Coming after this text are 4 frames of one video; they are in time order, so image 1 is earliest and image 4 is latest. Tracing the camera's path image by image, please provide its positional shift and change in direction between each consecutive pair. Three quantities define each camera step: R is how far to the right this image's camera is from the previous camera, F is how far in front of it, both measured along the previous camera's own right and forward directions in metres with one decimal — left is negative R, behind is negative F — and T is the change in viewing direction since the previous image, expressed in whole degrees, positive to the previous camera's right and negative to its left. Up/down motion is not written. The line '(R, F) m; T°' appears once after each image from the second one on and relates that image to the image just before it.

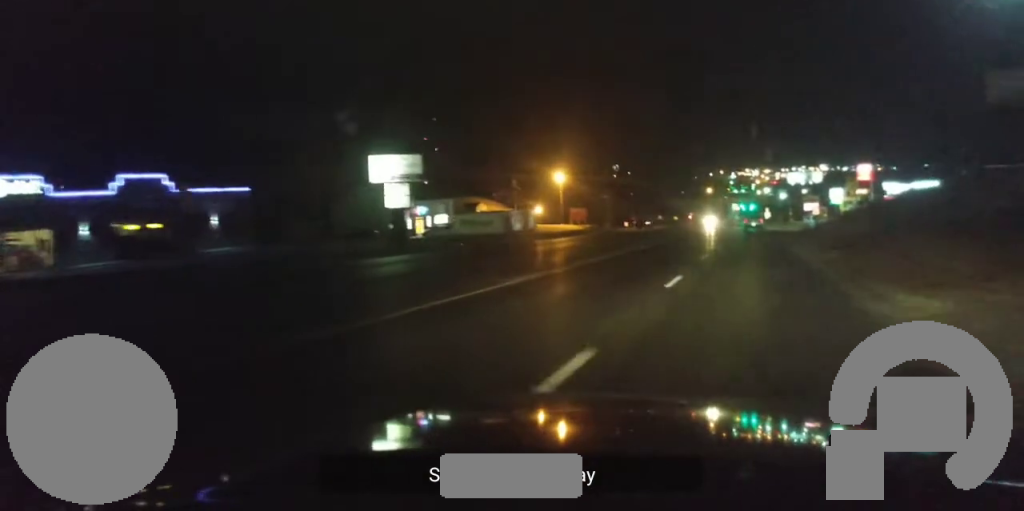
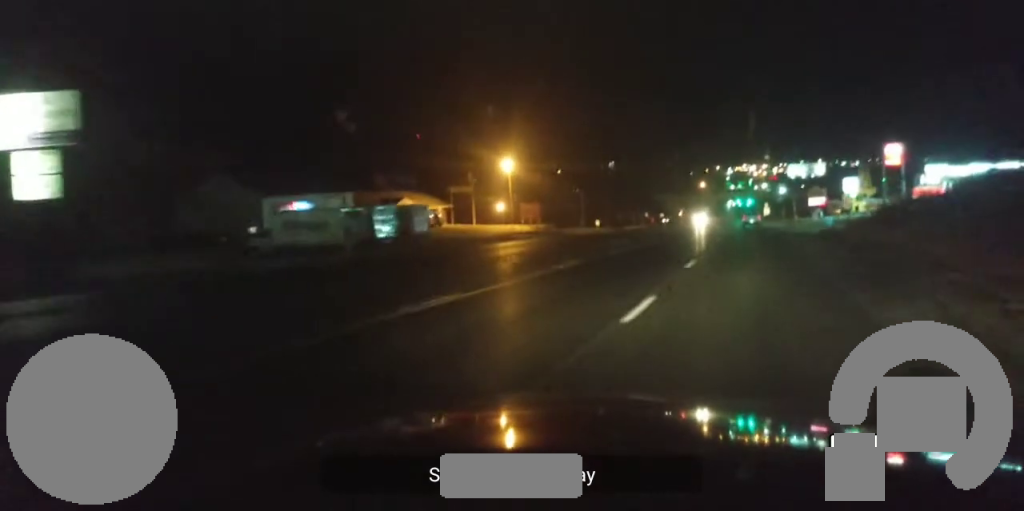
(+0.2, +30.0) m; +3°
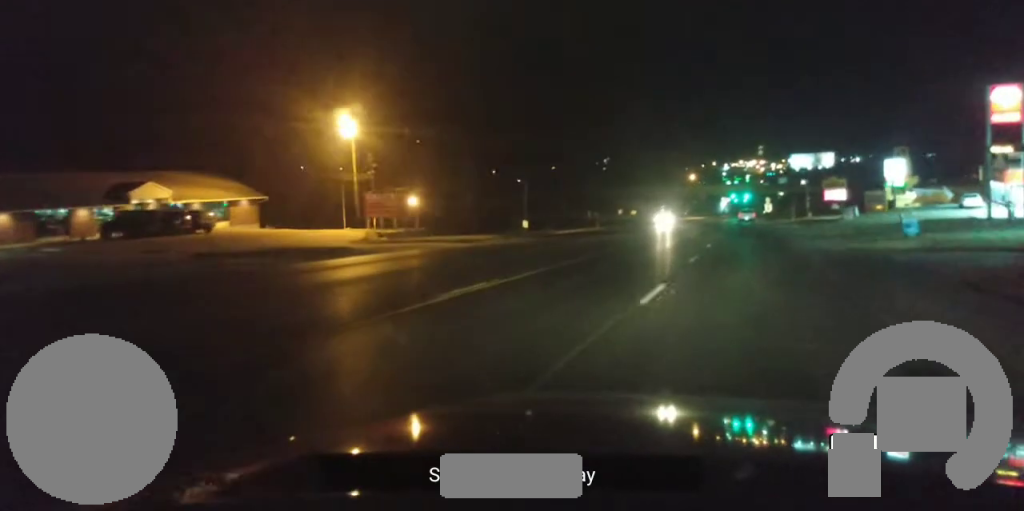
(+0.3, +47.2) m; 0°
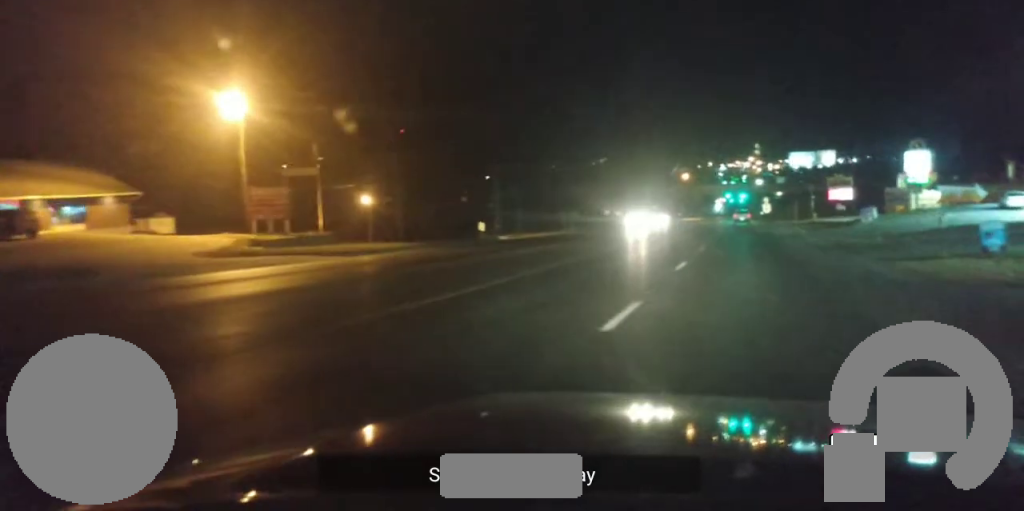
(+0.1, +15.7) m; +1°
